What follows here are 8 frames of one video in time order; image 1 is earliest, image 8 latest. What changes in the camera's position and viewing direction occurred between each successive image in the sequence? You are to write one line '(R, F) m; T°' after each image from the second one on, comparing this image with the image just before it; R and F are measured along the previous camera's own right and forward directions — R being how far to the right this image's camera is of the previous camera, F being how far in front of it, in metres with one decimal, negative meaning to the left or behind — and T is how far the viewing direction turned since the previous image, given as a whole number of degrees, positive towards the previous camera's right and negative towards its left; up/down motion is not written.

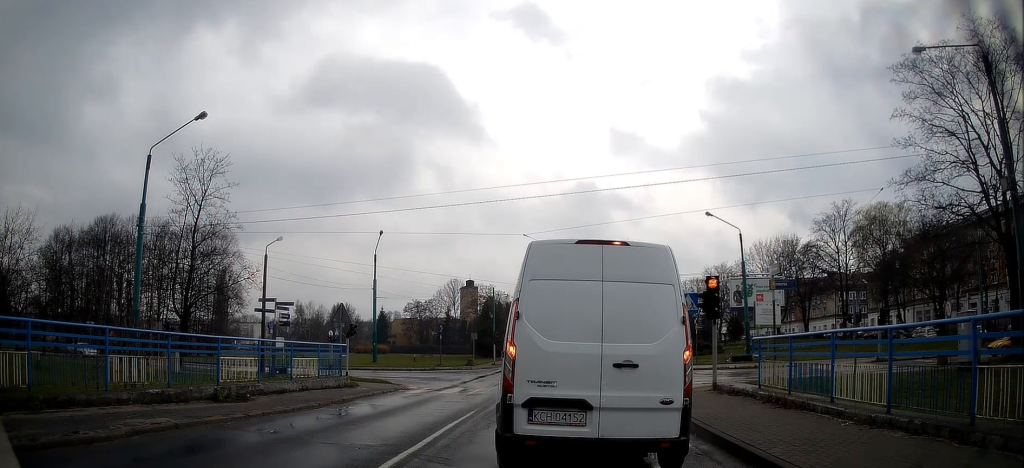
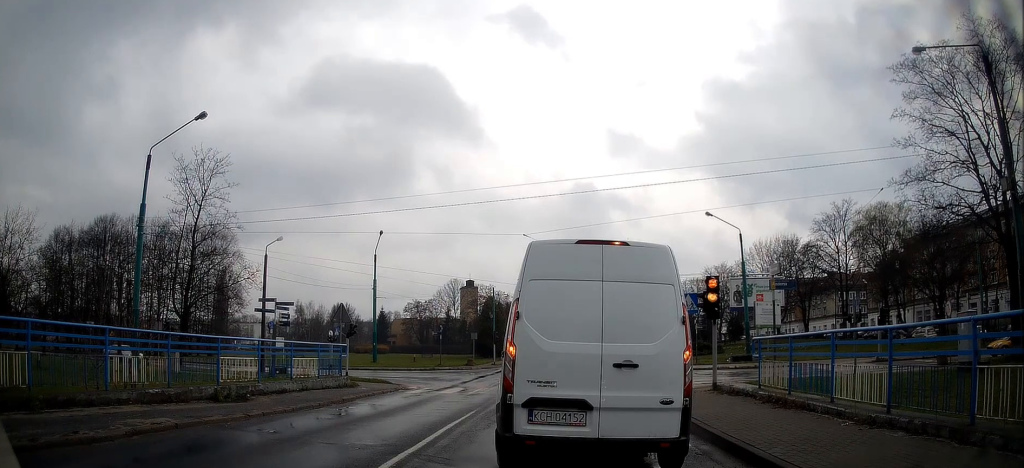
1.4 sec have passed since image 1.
(0.0, 0.0) m; 0°
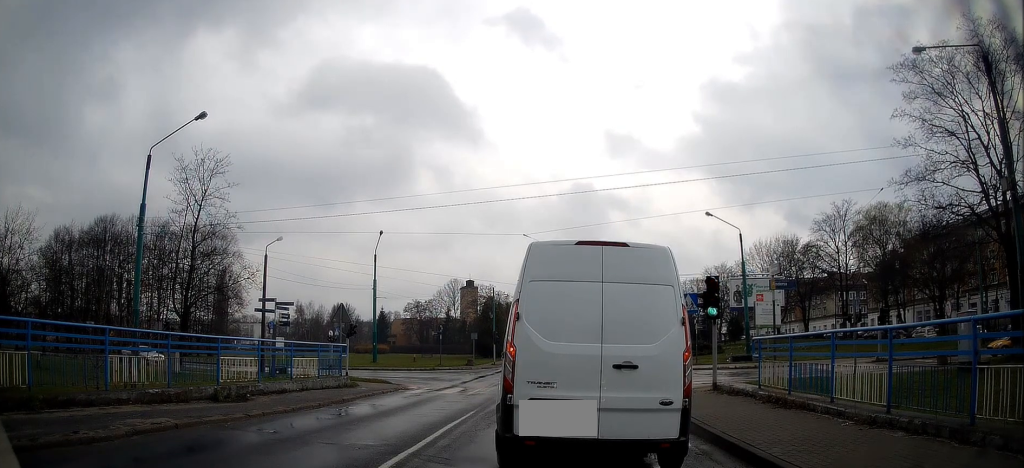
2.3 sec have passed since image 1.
(0.0, 0.0) m; 0°
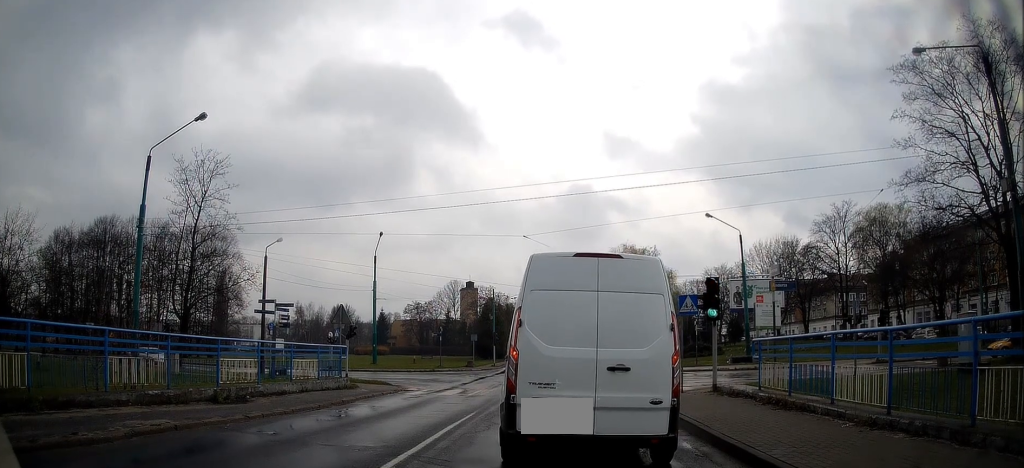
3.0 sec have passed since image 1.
(0.0, 0.0) m; 0°
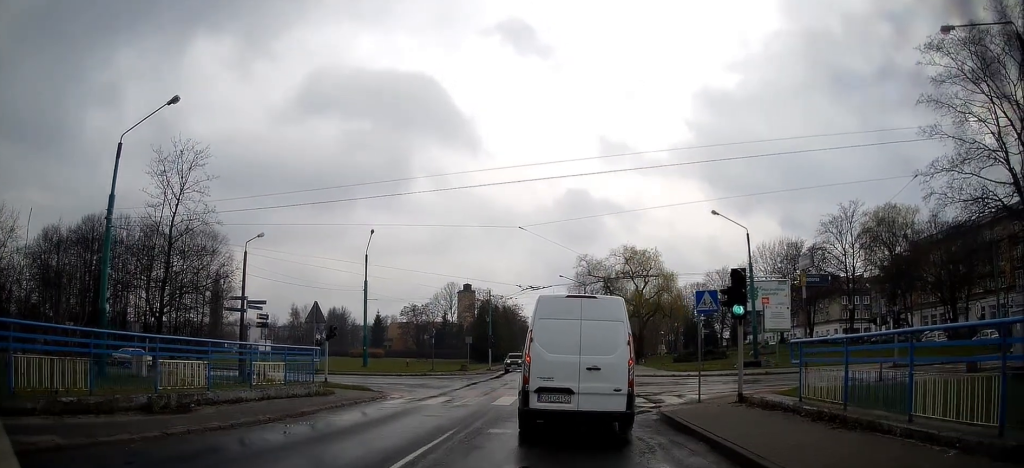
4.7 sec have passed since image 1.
(0.0, +0.3) m; 0°
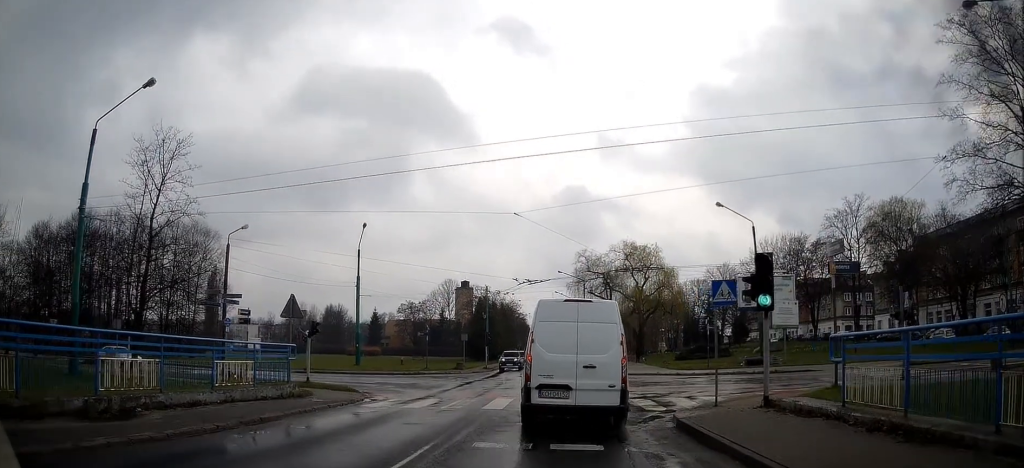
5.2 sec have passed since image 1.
(0.0, +1.4) m; 0°
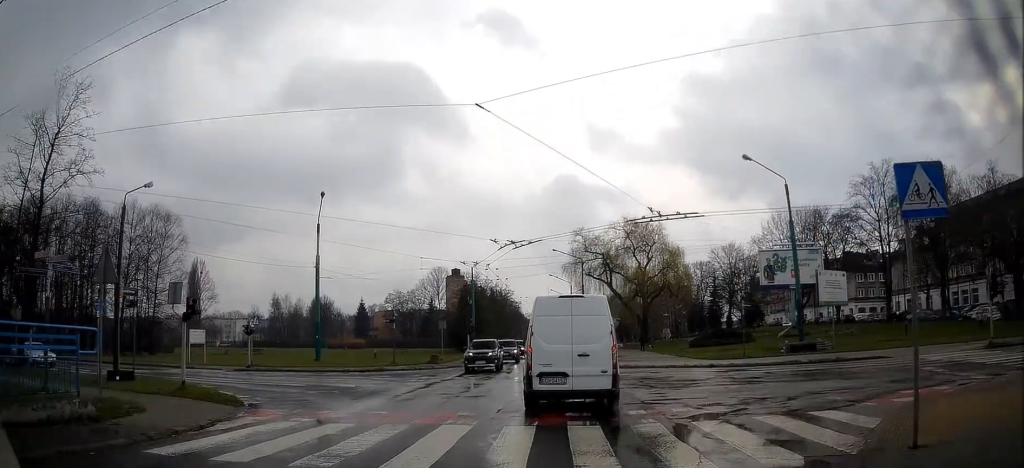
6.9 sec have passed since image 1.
(-0.1, +7.0) m; -1°
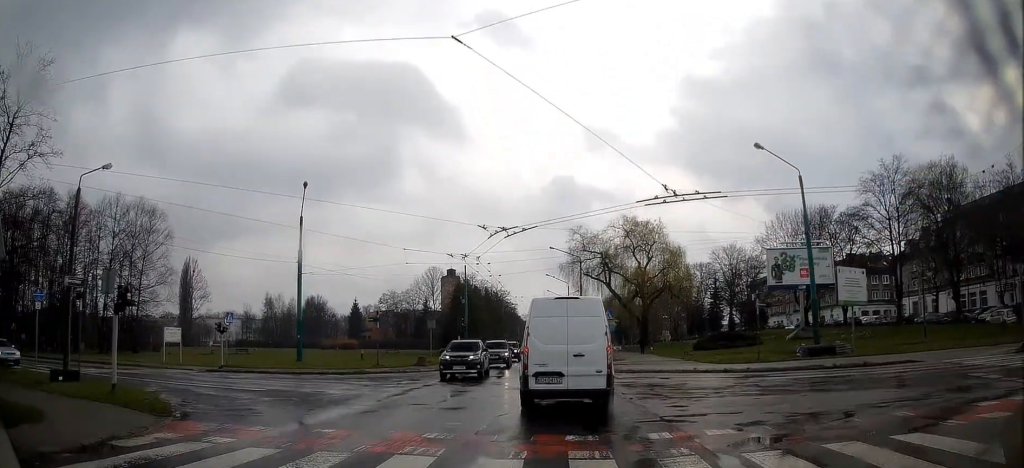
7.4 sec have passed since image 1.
(0.0, +2.6) m; 0°
